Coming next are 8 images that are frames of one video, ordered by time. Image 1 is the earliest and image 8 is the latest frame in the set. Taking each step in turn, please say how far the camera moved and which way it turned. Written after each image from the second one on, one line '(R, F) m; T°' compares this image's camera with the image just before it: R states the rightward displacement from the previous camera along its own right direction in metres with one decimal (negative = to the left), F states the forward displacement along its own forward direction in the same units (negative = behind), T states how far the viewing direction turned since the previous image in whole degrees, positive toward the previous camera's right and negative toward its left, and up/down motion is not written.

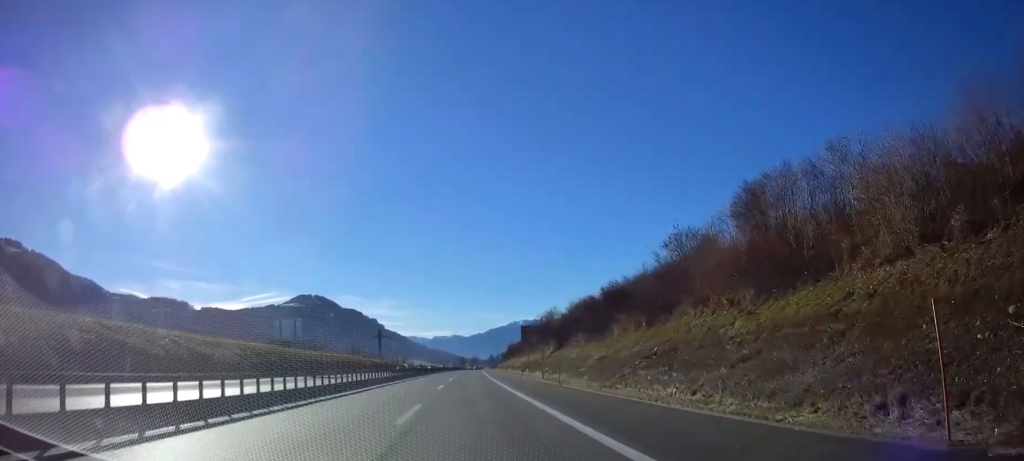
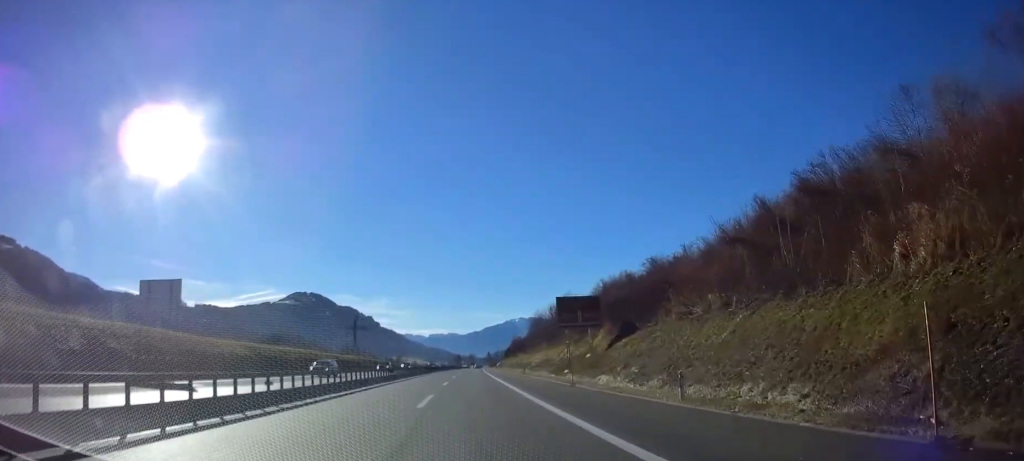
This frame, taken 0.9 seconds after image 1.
(+0.2, +30.5) m; +1°
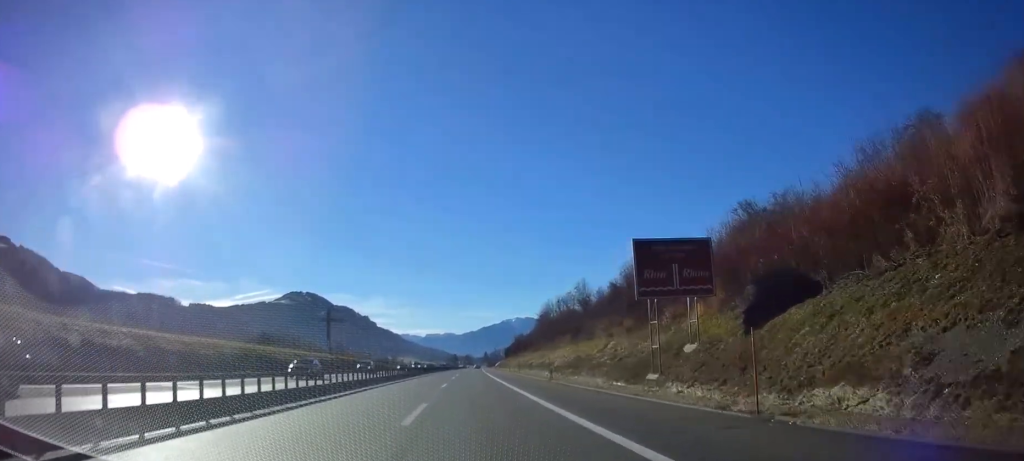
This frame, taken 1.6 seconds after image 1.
(+0.1, +22.5) m; 0°
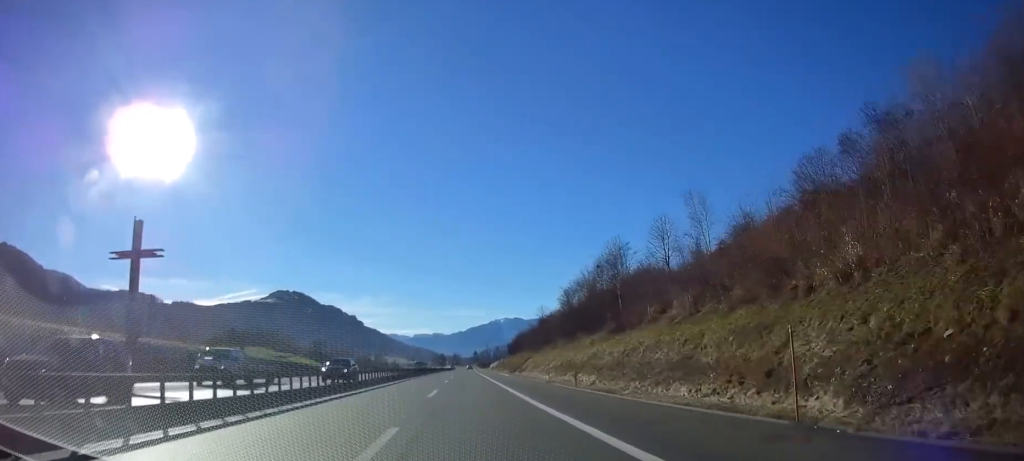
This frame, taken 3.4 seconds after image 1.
(+0.4, +62.2) m; +1°
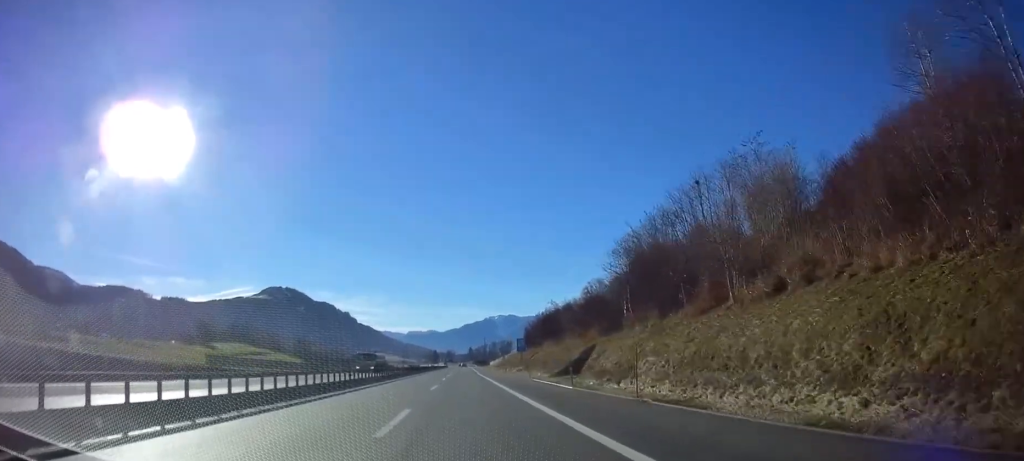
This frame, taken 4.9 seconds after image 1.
(+0.3, +49.9) m; +1°
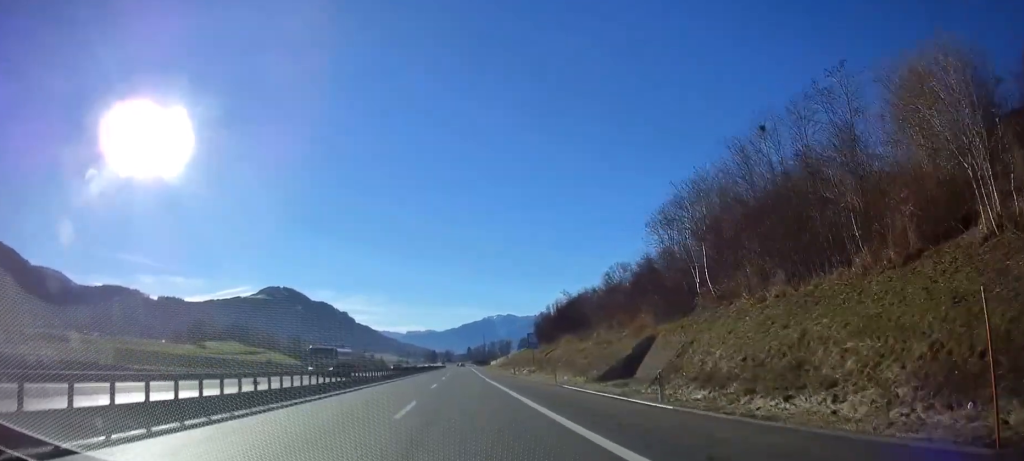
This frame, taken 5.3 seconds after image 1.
(0.0, +14.8) m; 0°
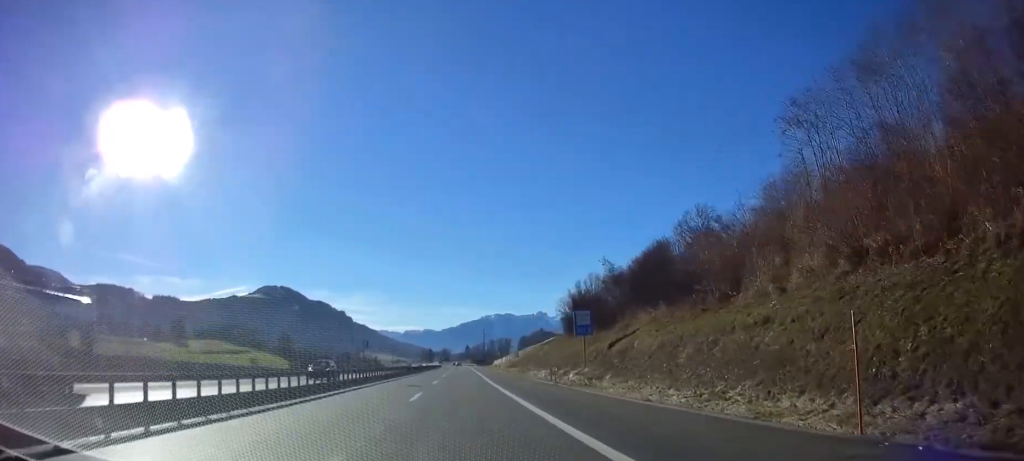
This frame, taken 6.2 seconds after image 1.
(0.0, +29.5) m; 0°
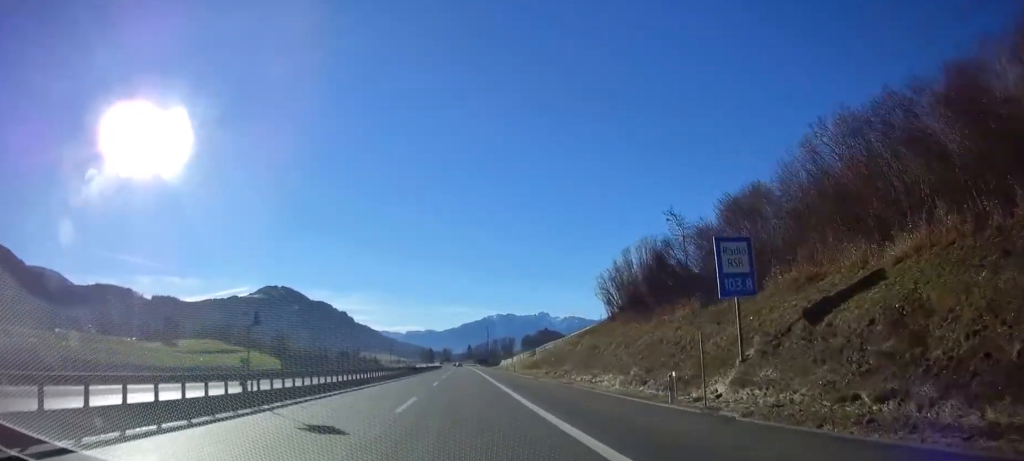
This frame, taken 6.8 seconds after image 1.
(0.0, +22.7) m; 0°
